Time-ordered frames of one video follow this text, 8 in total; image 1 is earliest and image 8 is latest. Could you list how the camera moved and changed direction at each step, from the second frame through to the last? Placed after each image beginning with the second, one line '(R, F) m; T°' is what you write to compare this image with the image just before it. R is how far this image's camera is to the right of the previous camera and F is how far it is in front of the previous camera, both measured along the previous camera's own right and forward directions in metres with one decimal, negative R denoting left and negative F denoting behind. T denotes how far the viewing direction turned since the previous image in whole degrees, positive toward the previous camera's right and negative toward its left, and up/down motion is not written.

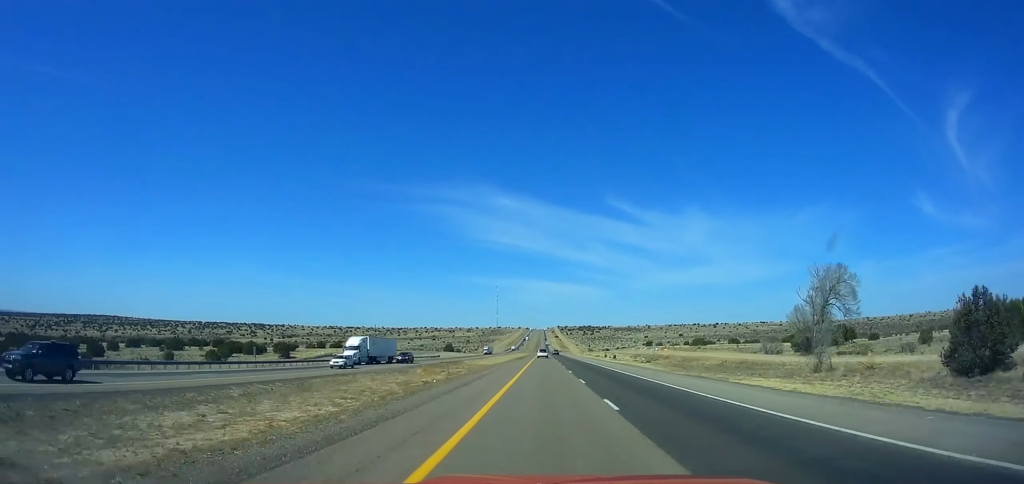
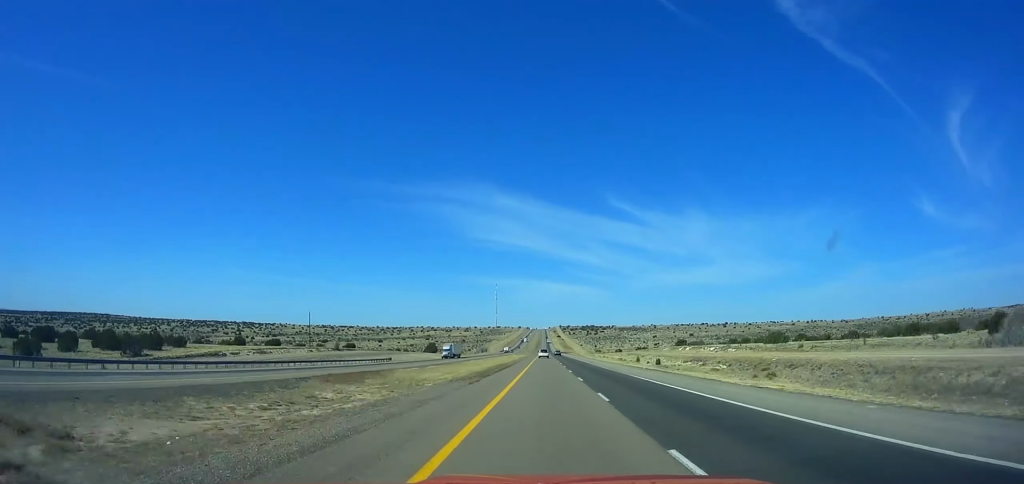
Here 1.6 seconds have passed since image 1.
(+0.2, +57.7) m; 0°
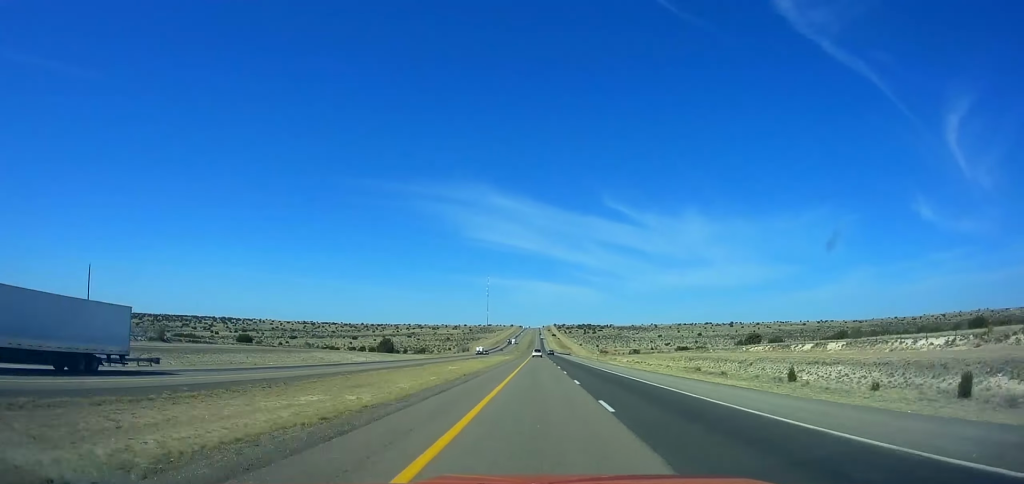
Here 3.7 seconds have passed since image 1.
(+0.2, +75.7) m; 0°
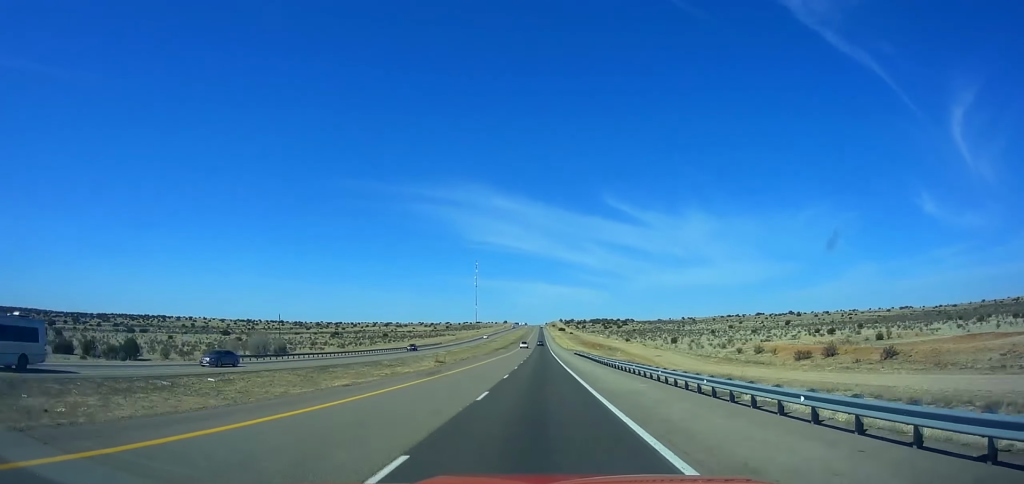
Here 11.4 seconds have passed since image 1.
(-0.4, +276.1) m; 0°
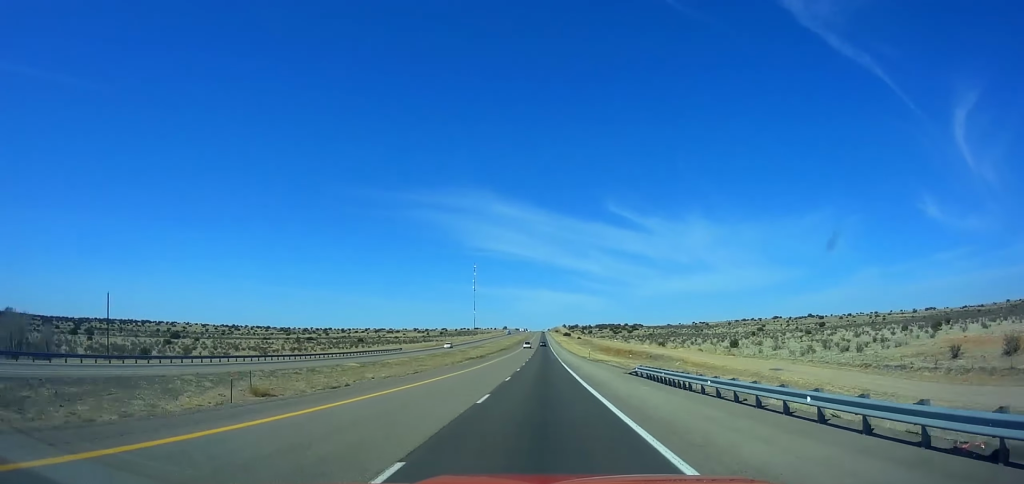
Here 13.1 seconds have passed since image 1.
(-0.1, +60.6) m; 0°
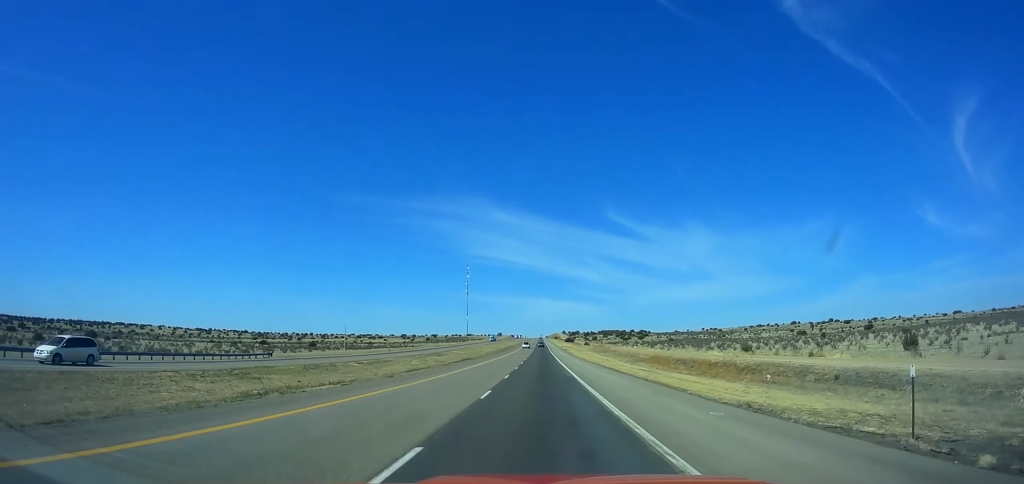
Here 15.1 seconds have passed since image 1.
(0.0, +71.1) m; 0°
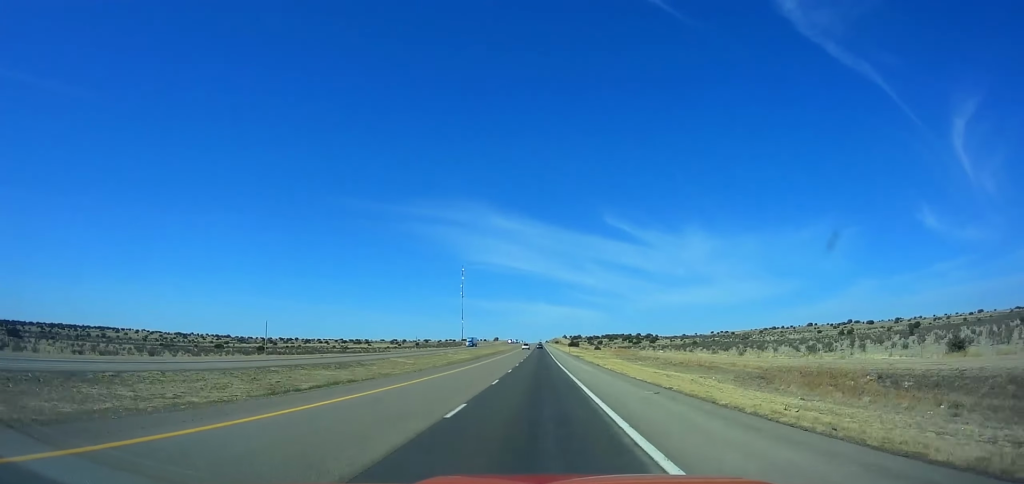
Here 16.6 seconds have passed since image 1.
(0.0, +53.1) m; 0°
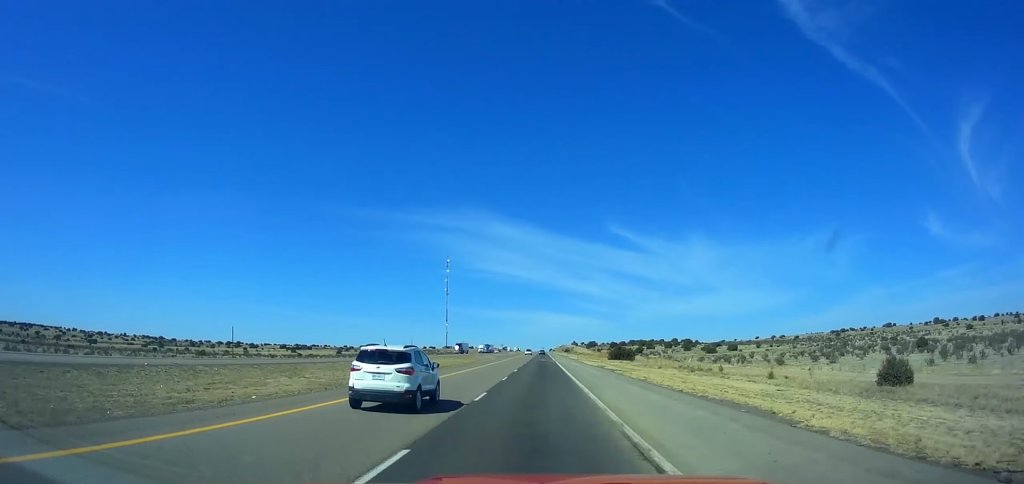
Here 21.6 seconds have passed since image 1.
(-1.2, +176.2) m; 0°
